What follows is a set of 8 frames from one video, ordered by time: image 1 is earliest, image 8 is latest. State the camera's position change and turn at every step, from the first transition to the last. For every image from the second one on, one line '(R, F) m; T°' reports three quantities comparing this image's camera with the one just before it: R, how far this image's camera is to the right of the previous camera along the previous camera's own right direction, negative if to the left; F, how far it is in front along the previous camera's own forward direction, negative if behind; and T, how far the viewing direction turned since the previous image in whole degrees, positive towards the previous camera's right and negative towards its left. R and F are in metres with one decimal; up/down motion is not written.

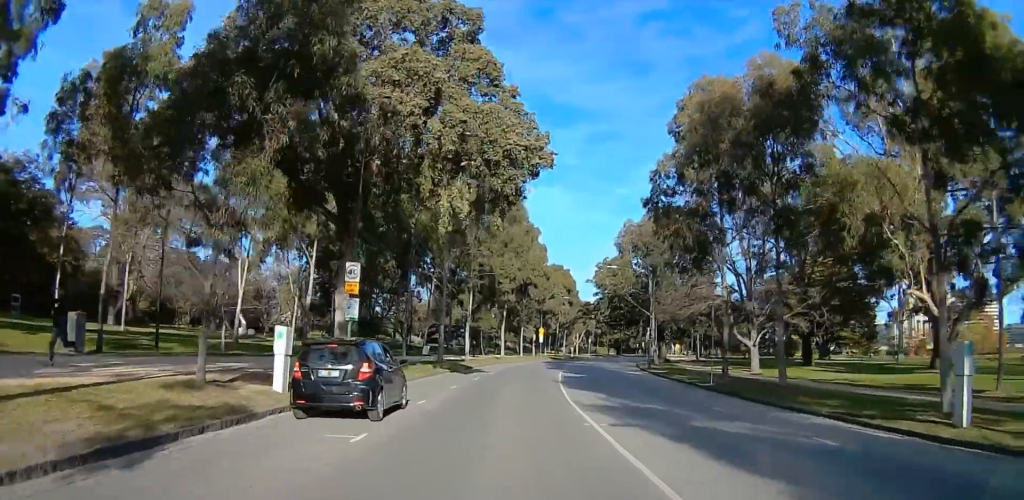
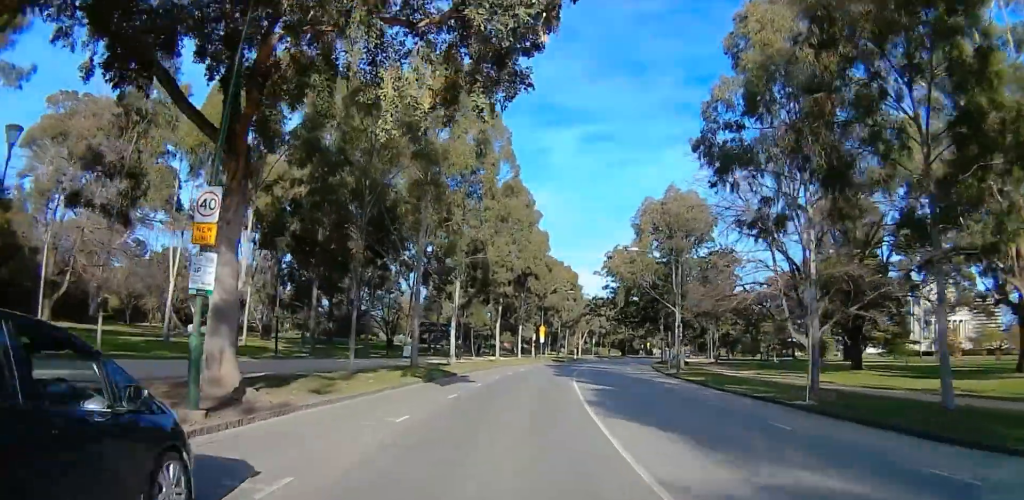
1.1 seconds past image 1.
(-1.0, +10.1) m; -5°
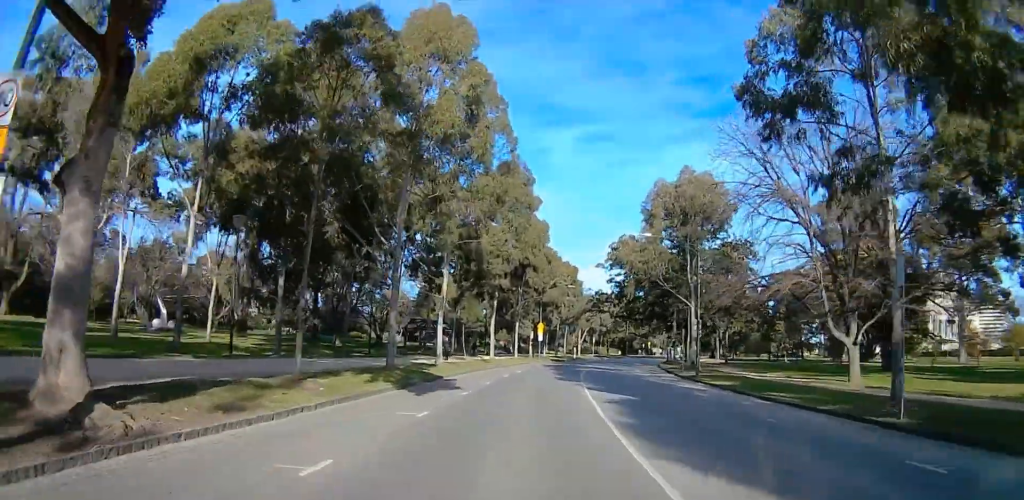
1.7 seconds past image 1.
(-0.1, +5.2) m; +1°
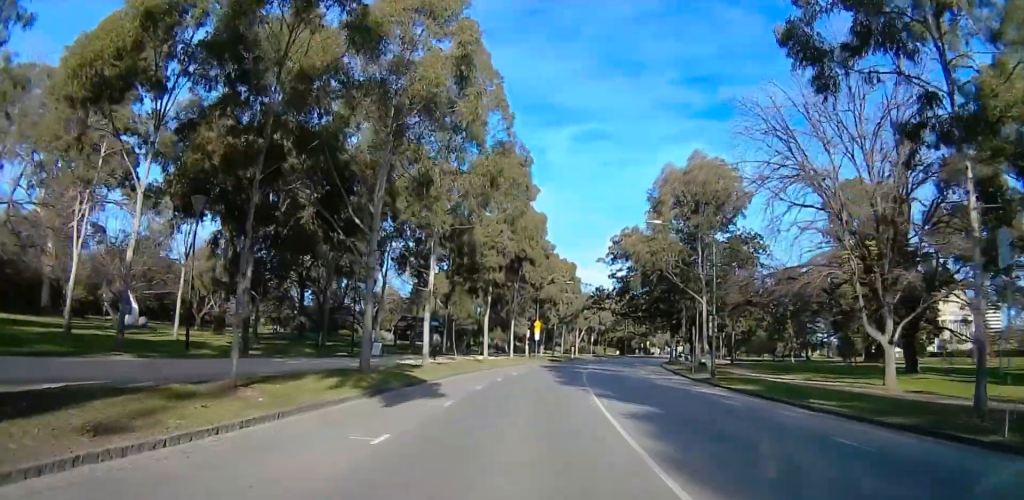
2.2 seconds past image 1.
(+0.2, +3.6) m; -1°
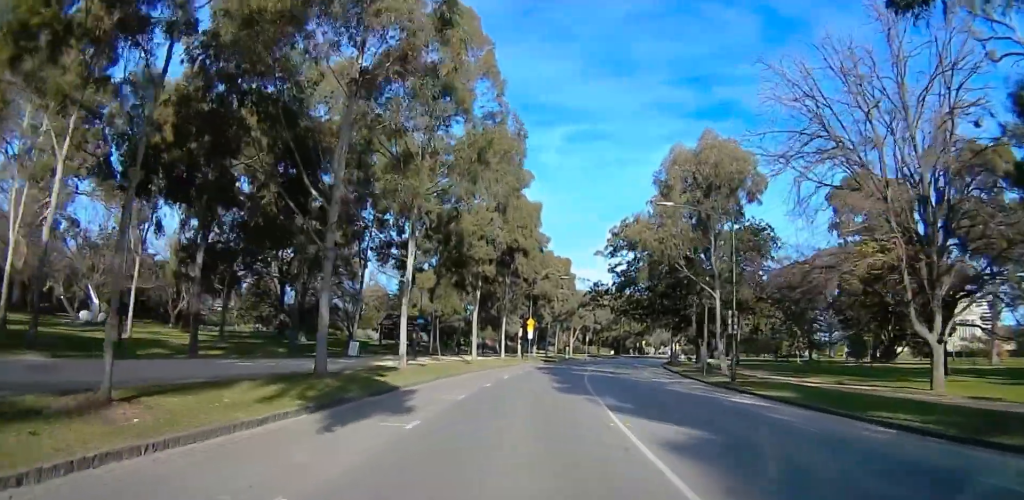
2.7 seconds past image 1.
(+0.3, +4.2) m; -1°
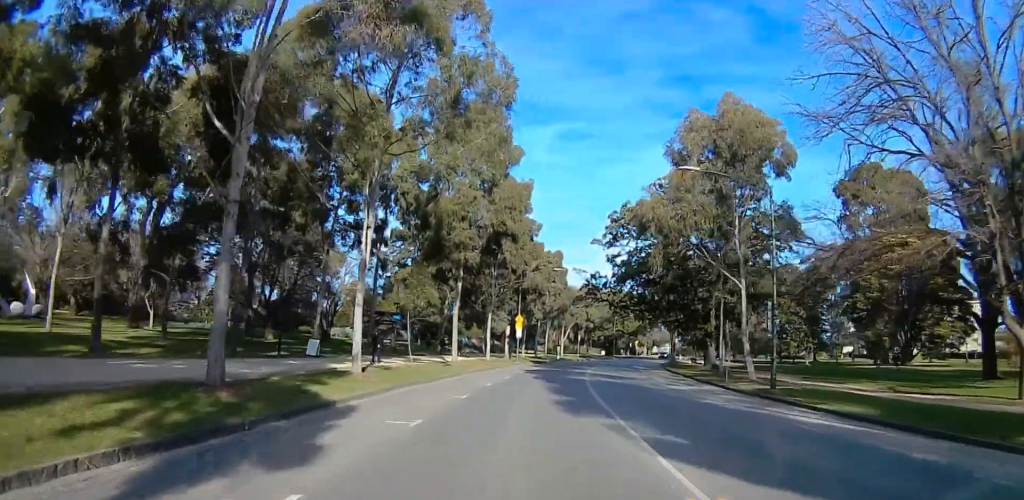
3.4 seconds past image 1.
(-0.6, +5.8) m; 0°
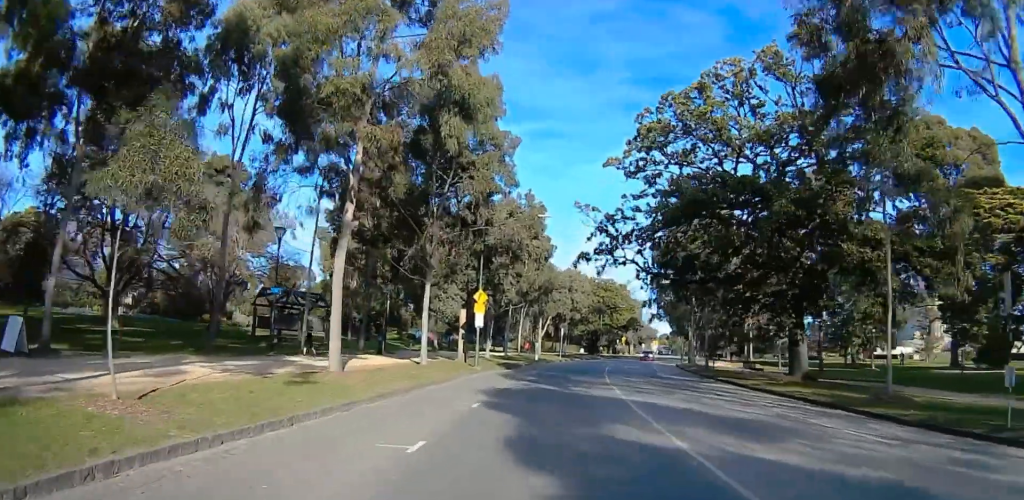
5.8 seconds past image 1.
(+1.1, +20.7) m; +8°
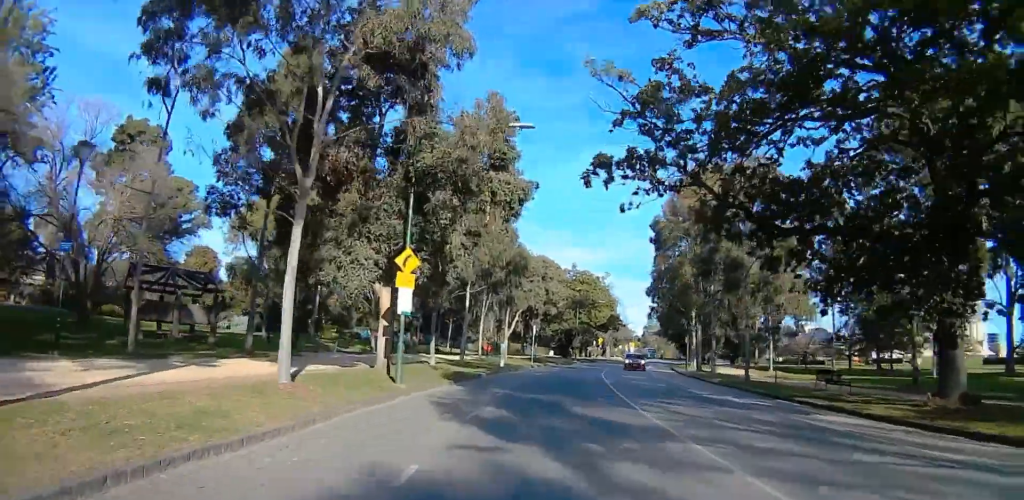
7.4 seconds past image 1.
(+4.4, +14.3) m; +17°
